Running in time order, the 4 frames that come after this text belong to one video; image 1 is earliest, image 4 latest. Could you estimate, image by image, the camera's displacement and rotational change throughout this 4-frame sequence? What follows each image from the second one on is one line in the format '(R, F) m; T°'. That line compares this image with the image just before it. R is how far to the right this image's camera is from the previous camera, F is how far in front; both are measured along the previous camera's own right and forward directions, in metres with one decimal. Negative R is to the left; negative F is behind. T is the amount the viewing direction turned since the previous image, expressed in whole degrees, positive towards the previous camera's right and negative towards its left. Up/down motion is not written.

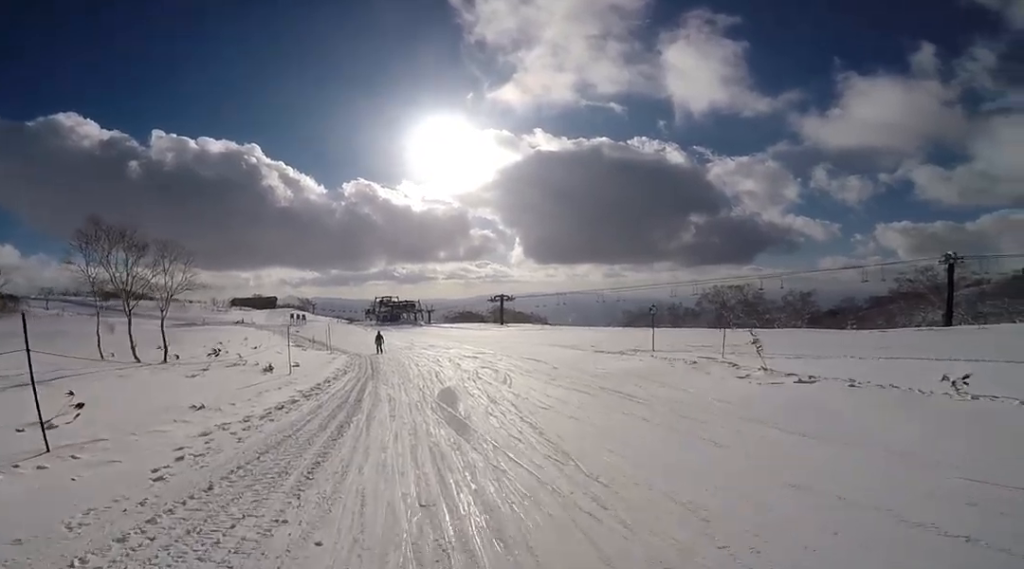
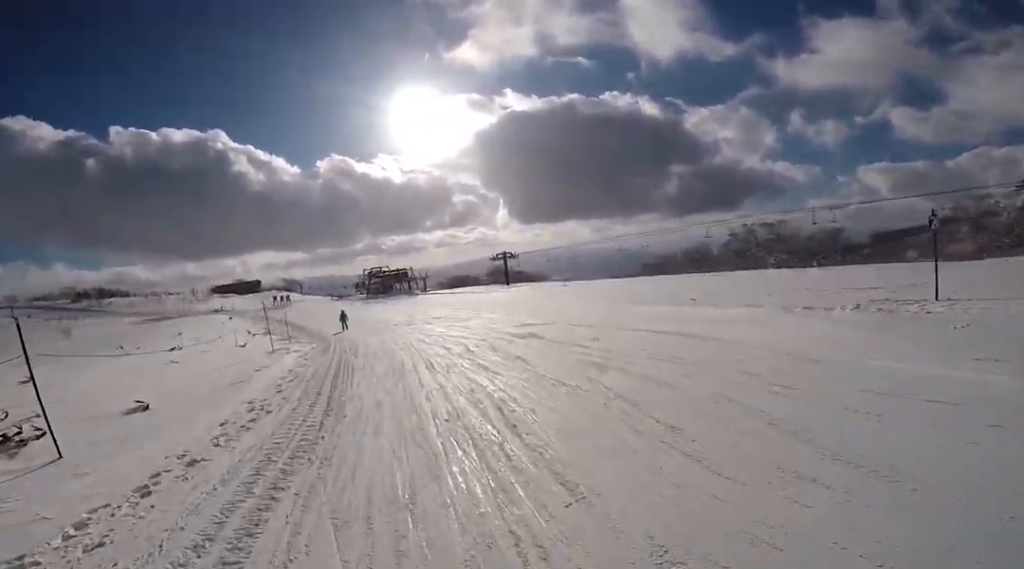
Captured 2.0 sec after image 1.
(-0.3, +10.4) m; +1°
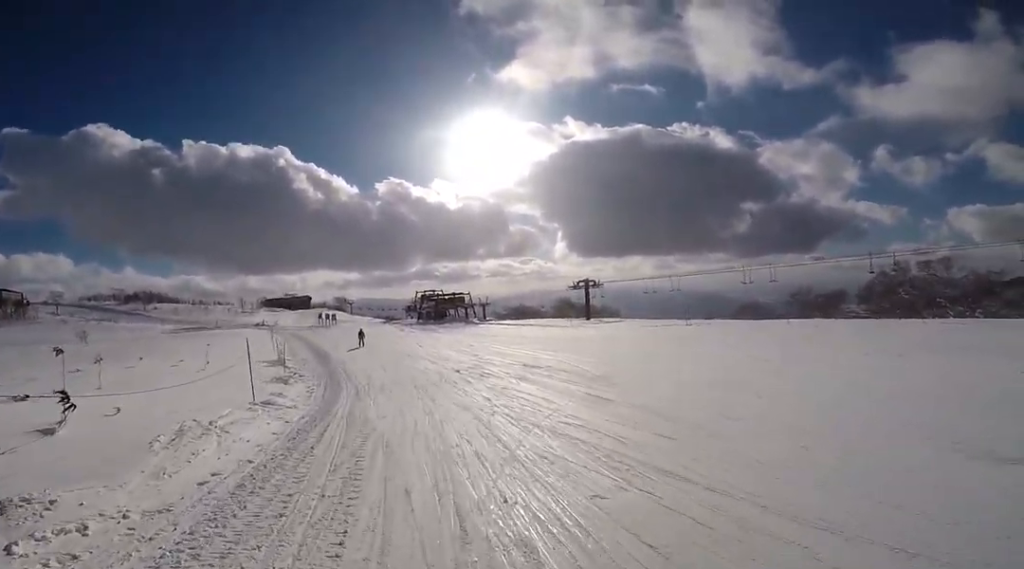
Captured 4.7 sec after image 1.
(-0.4, +13.1) m; 0°
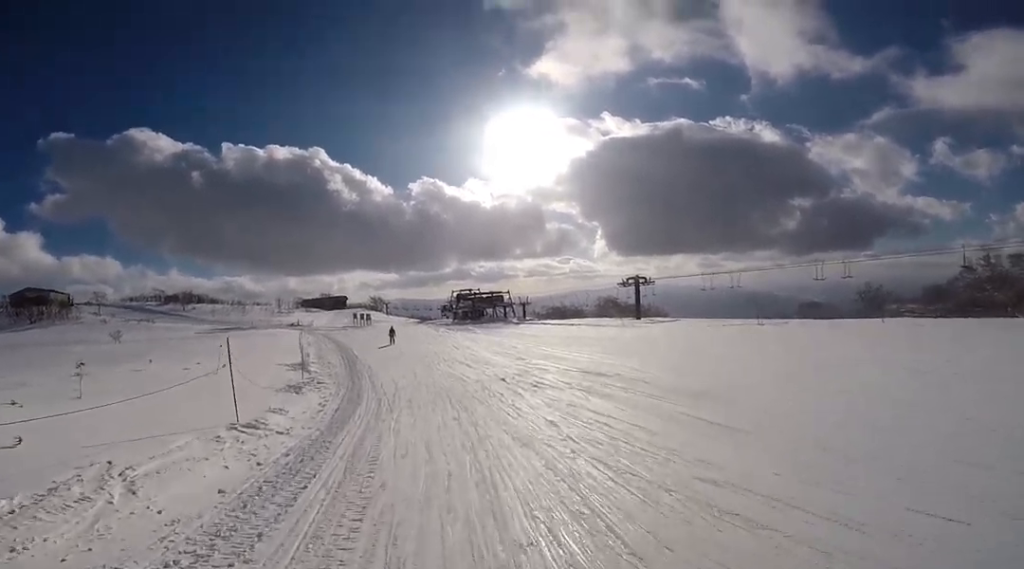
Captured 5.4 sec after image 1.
(+0.4, +3.7) m; -2°
